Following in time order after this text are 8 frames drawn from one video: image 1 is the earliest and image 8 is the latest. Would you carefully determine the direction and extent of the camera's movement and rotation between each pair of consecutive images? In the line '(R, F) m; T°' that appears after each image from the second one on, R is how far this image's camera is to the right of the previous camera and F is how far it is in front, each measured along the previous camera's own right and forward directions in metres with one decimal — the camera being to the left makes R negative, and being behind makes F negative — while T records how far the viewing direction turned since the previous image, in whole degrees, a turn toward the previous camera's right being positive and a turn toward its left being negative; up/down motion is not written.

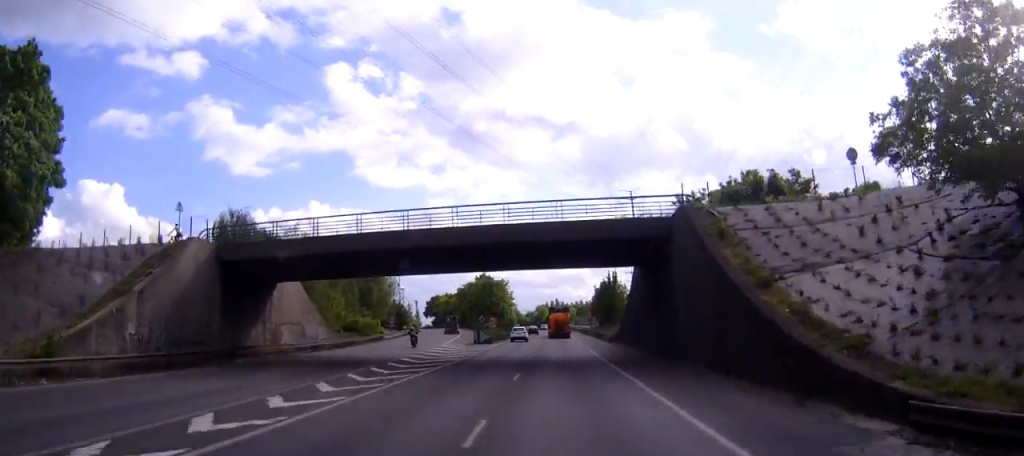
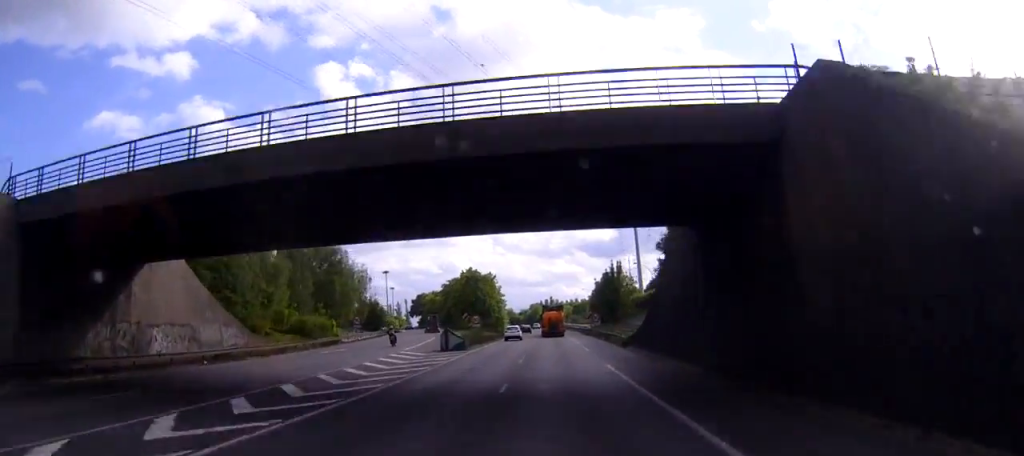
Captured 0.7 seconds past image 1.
(+0.1, +17.4) m; +1°
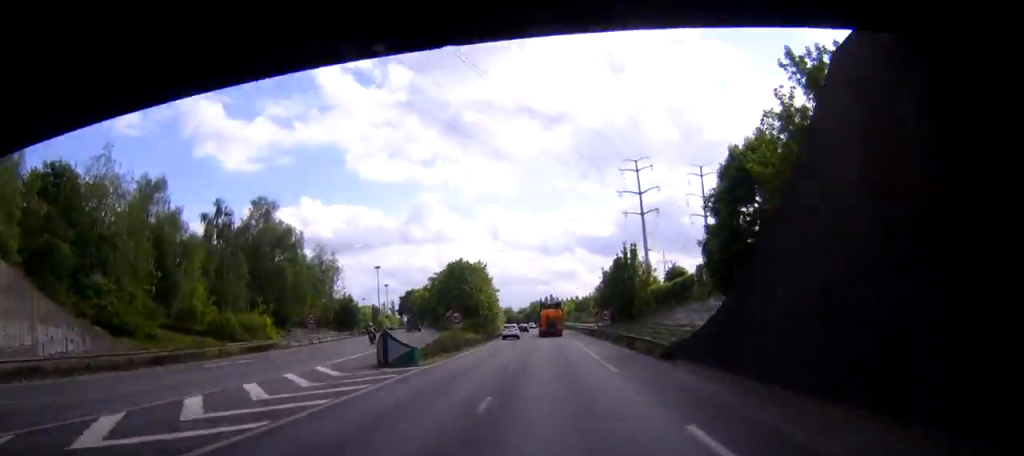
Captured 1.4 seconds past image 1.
(+0.1, +18.1) m; 0°
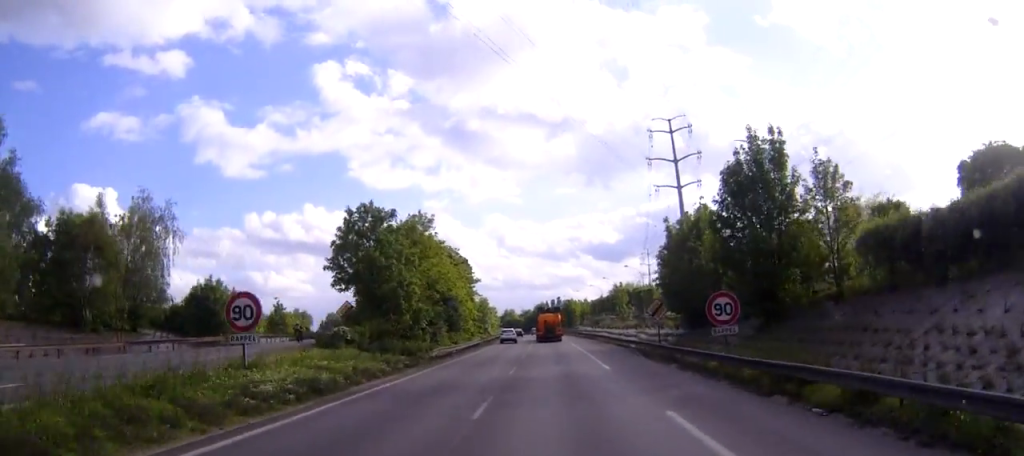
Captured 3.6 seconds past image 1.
(-0.2, +52.8) m; 0°
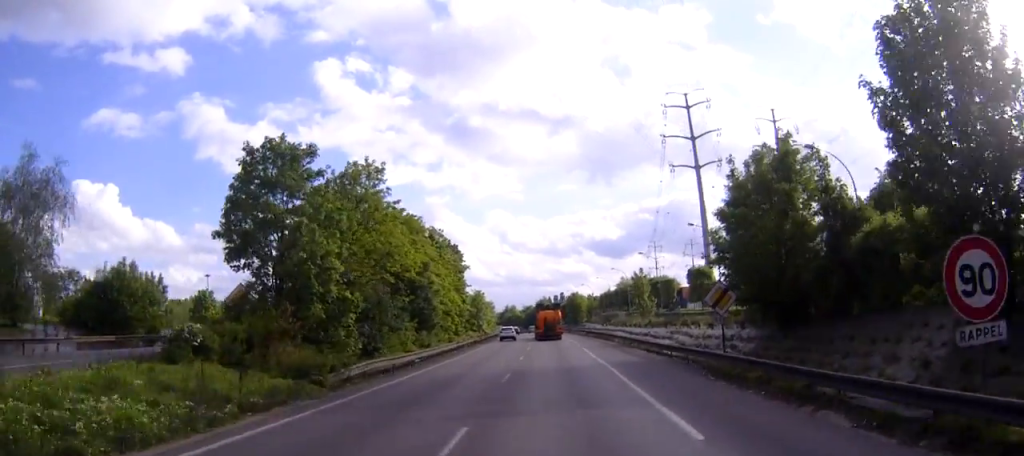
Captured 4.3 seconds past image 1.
(0.0, +17.2) m; 0°
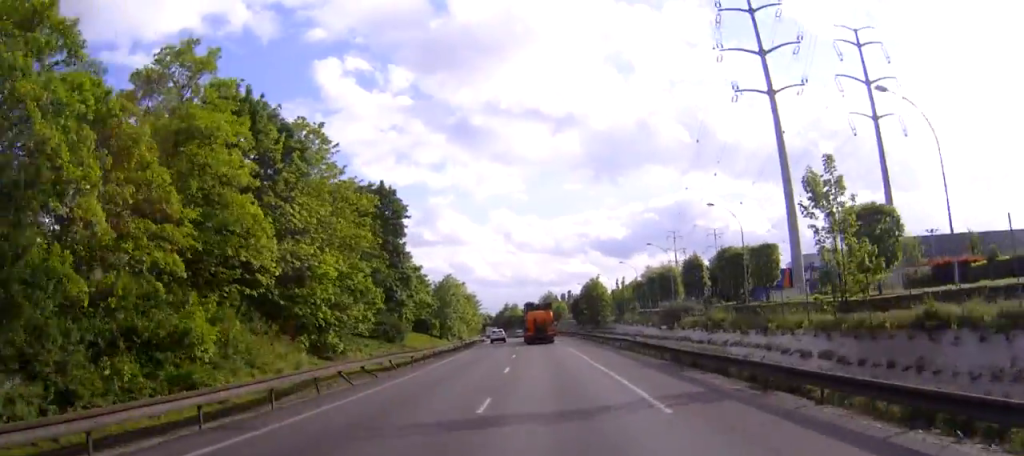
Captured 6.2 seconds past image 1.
(-0.1, +47.2) m; 0°
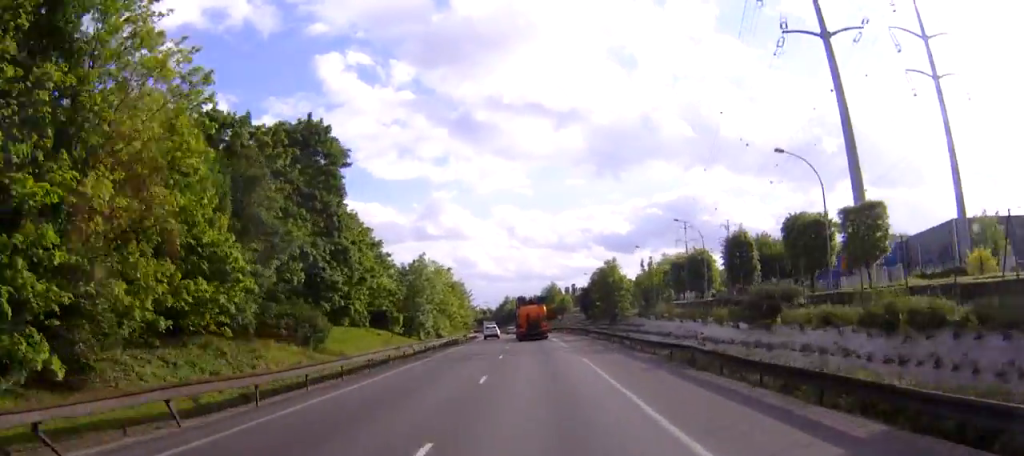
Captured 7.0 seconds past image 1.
(-0.1, +20.4) m; 0°
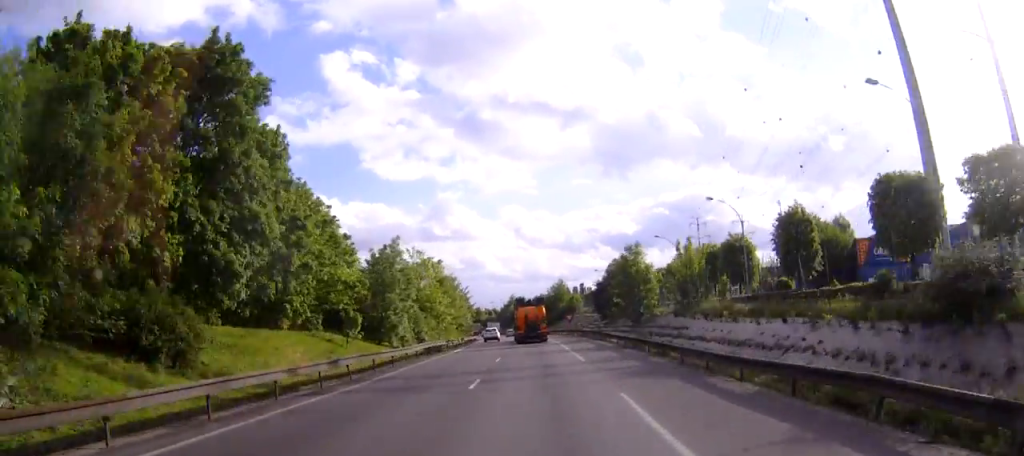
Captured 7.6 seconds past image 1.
(+0.1, +14.6) m; 0°
